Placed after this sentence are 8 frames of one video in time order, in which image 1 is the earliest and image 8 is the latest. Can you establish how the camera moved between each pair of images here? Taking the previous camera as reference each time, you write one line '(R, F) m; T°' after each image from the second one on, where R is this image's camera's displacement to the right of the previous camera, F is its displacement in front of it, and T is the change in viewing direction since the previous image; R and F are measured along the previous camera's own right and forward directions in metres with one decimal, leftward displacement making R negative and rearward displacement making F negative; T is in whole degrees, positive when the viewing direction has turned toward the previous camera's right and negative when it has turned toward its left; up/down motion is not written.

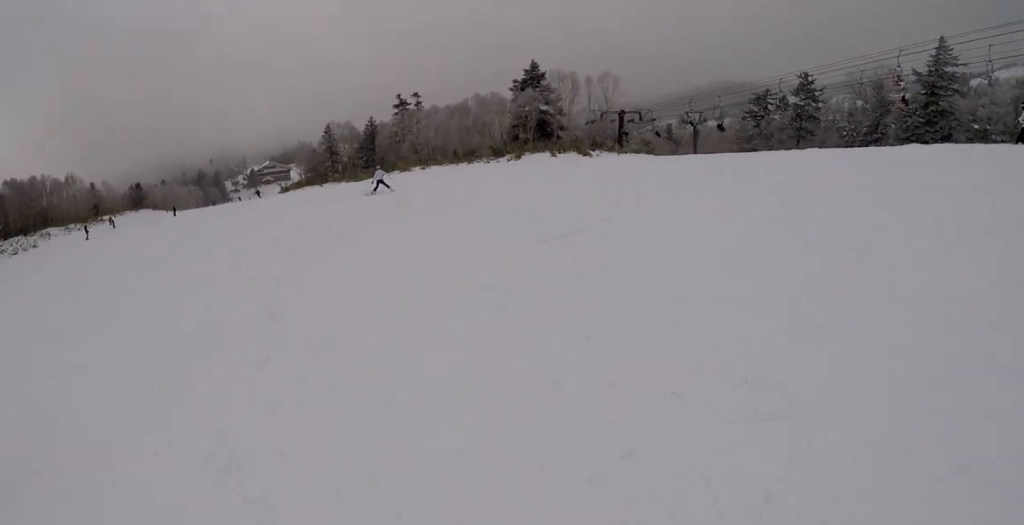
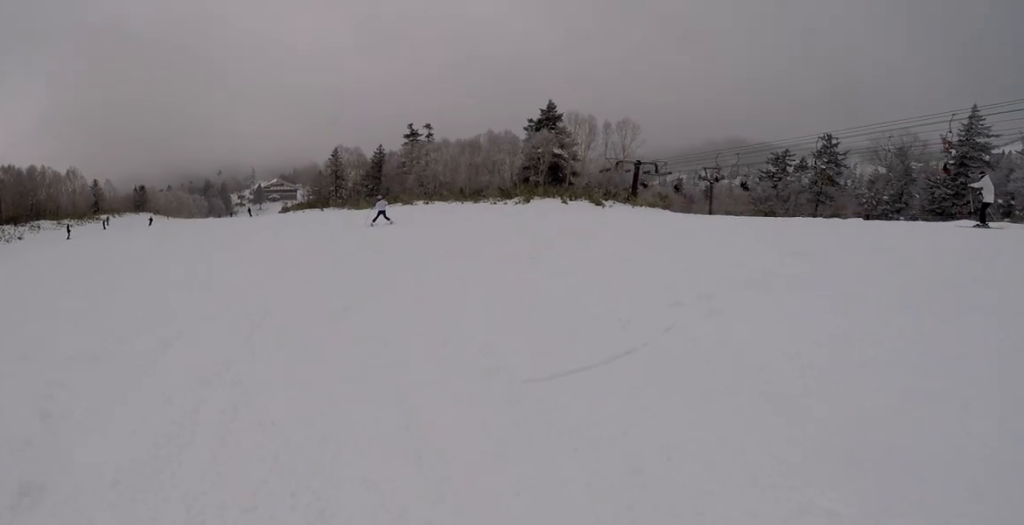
(0.0, +4.4) m; +3°
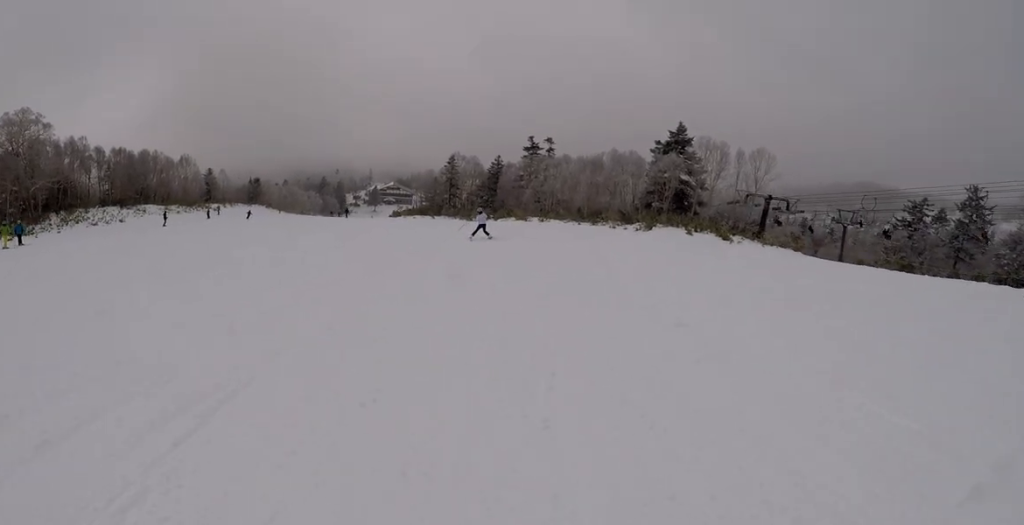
(+0.7, +4.1) m; -5°
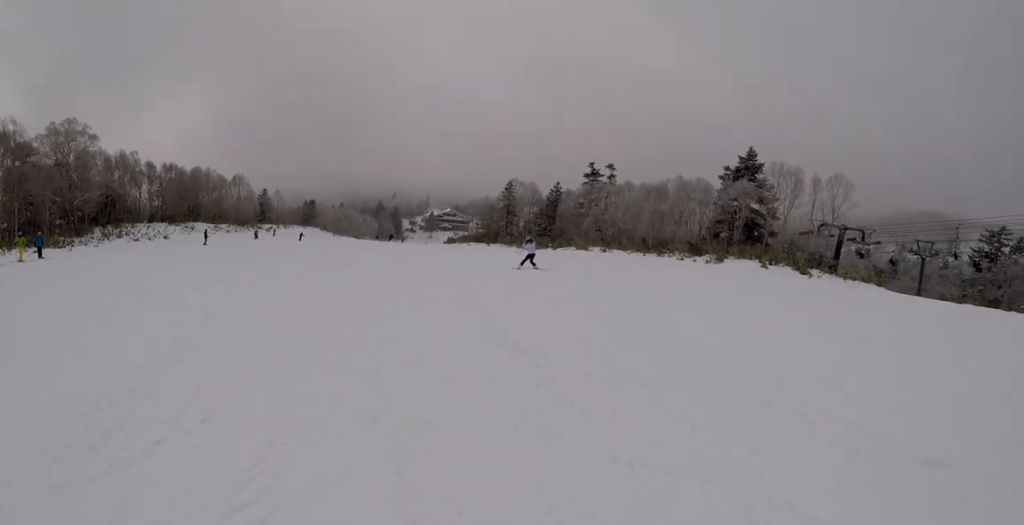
(-0.4, +4.0) m; -13°
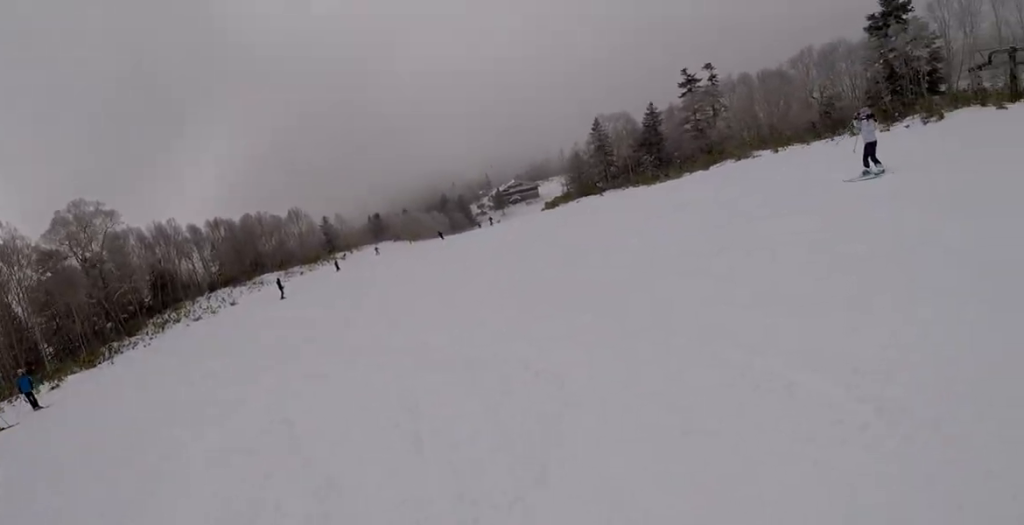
(-5.0, +14.8) m; -10°
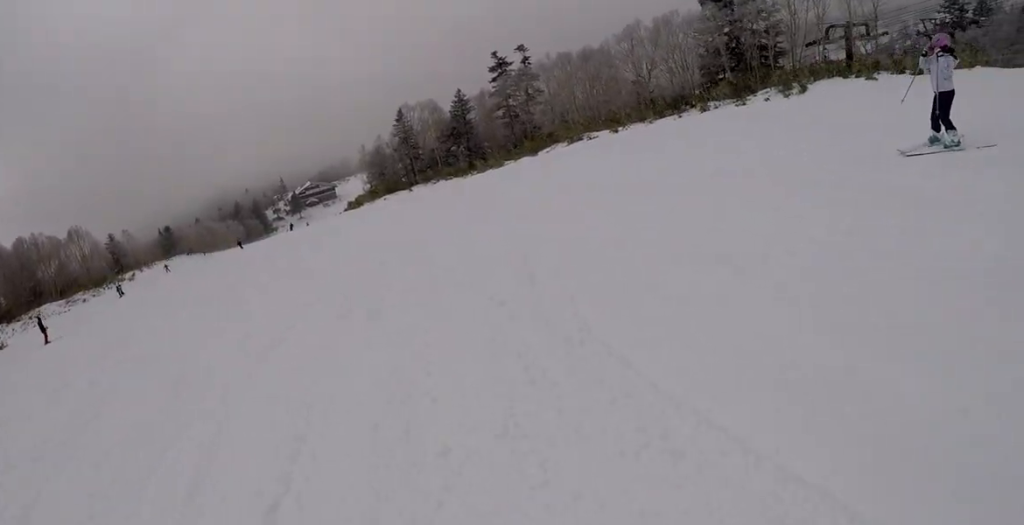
(+1.2, +7.4) m; +13°
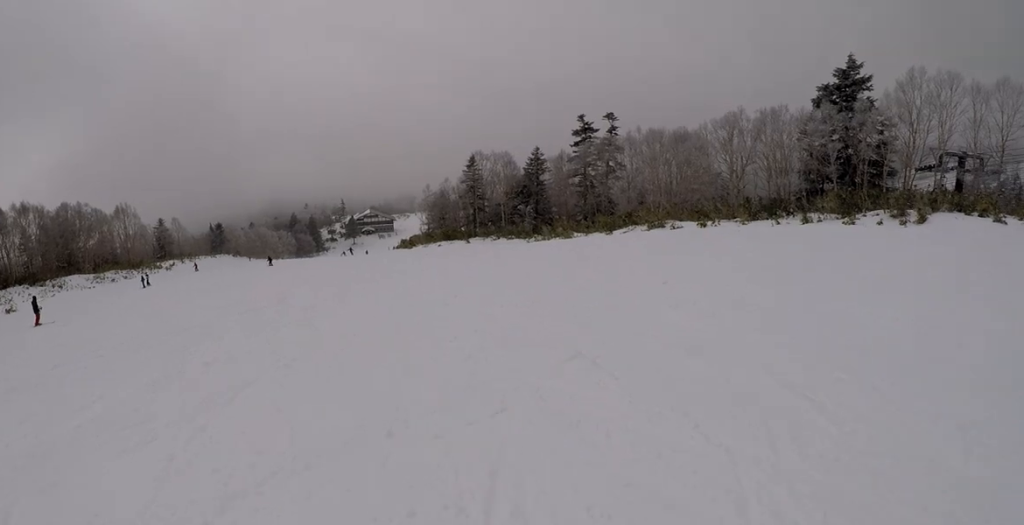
(+0.4, +5.2) m; +2°
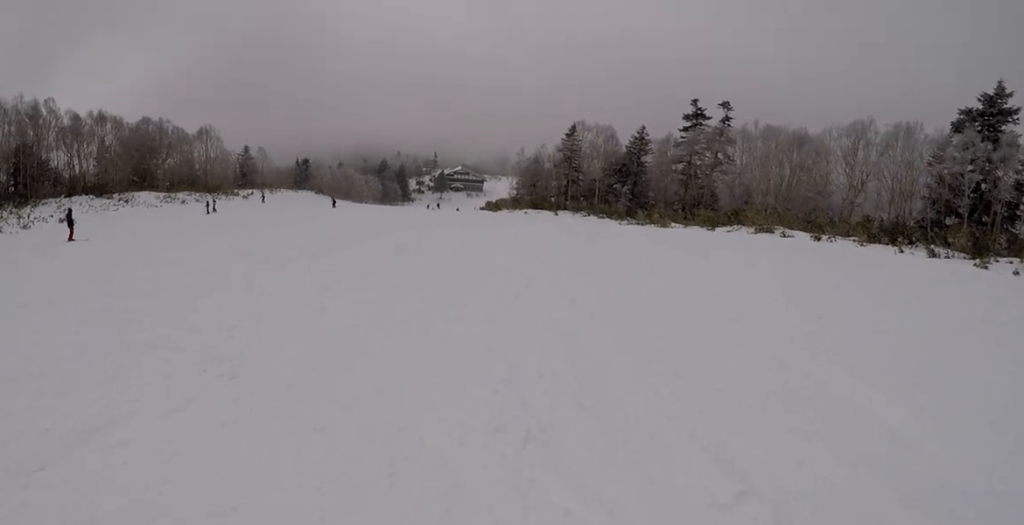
(0.0, +4.1) m; -4°
